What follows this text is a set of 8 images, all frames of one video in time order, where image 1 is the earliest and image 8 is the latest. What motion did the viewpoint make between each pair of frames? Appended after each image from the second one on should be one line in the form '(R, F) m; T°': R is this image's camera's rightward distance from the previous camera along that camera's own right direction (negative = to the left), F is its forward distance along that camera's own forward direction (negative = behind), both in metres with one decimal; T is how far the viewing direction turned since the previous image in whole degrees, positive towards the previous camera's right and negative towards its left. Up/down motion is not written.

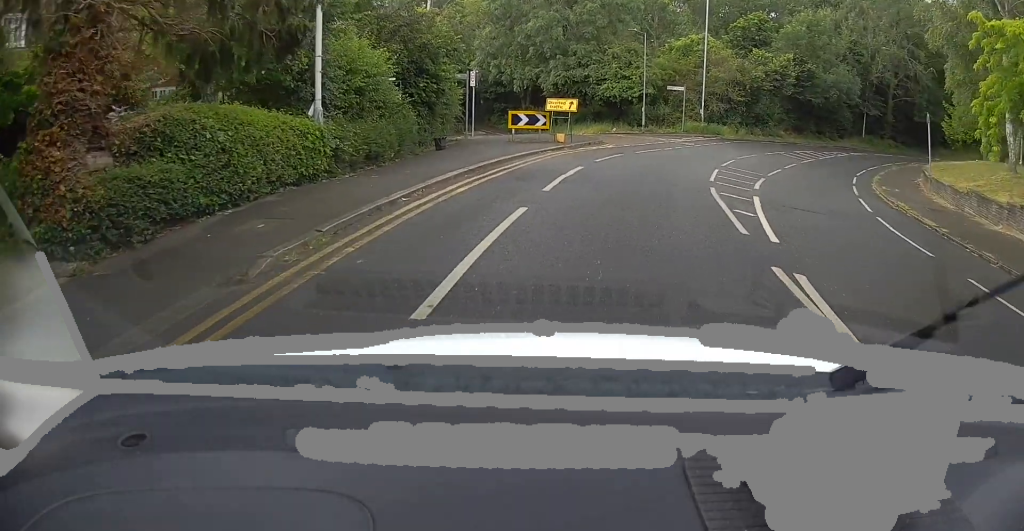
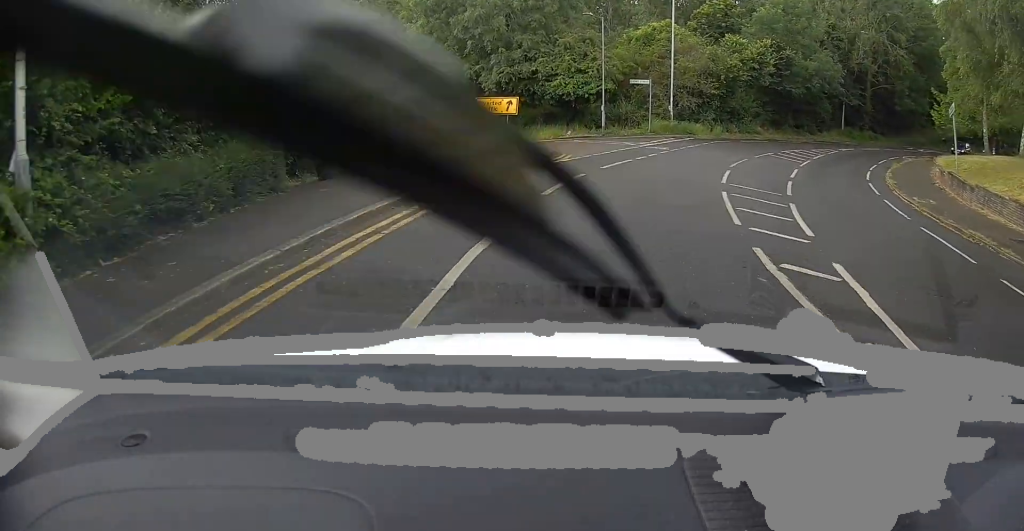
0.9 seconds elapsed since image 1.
(+0.4, +5.8) m; +4°
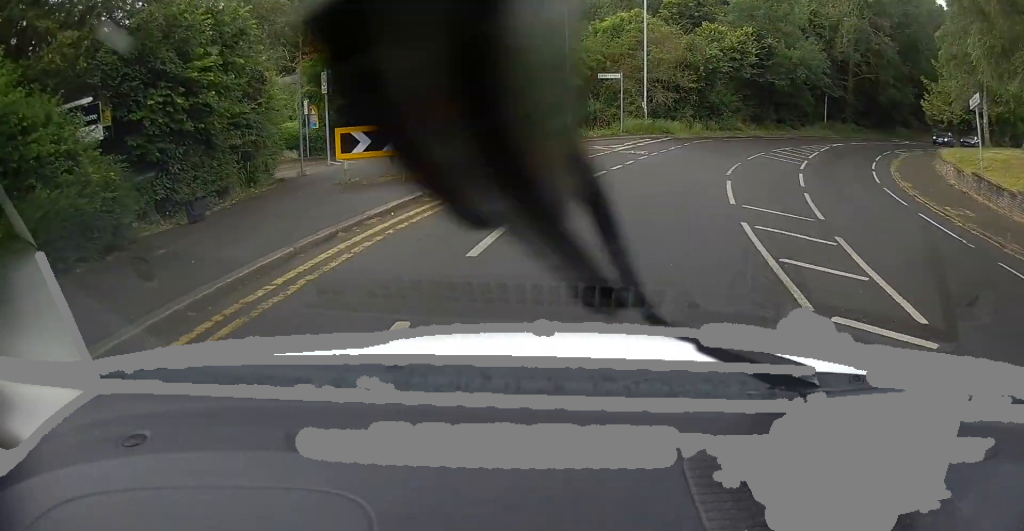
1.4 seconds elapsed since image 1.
(+0.1, +4.1) m; +3°
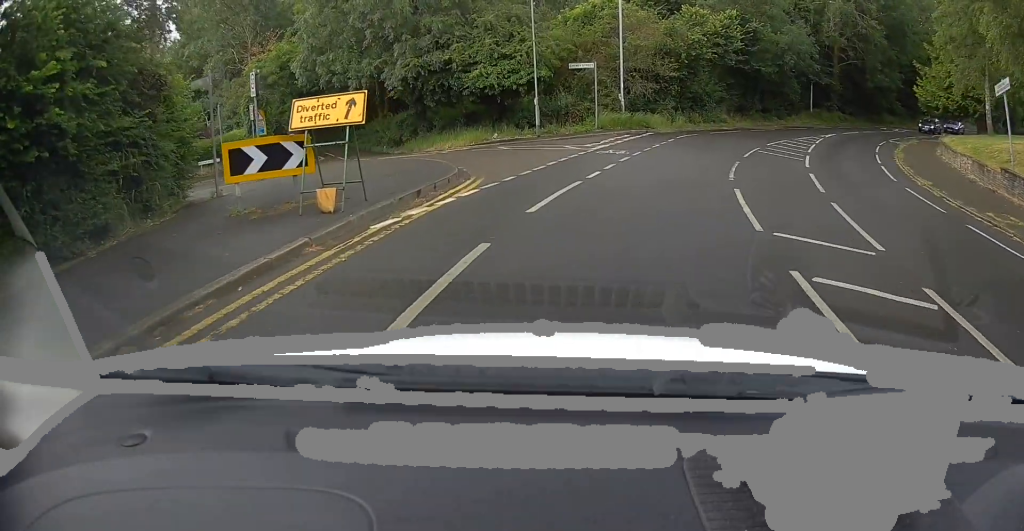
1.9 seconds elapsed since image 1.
(-0.1, +3.2) m; +2°
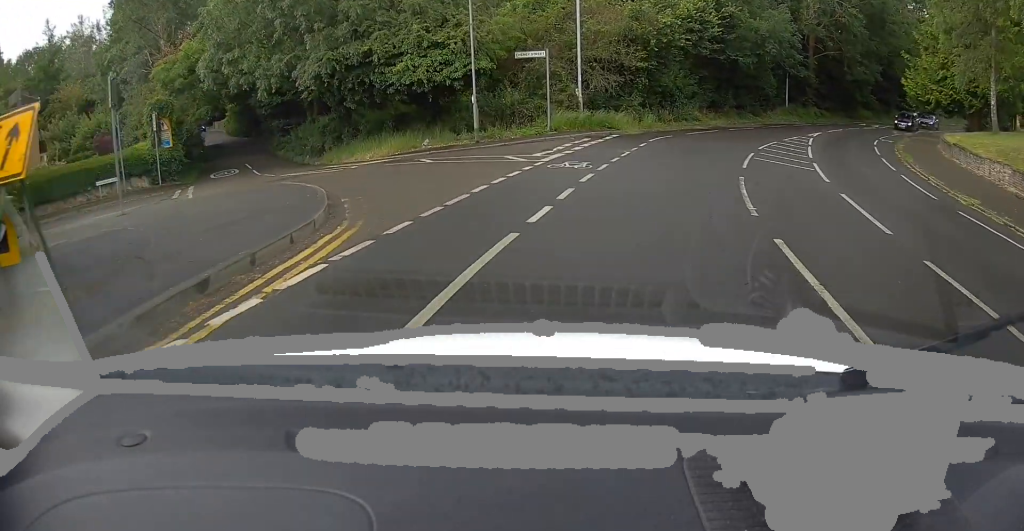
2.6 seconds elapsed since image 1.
(+0.3, +5.1) m; +4°
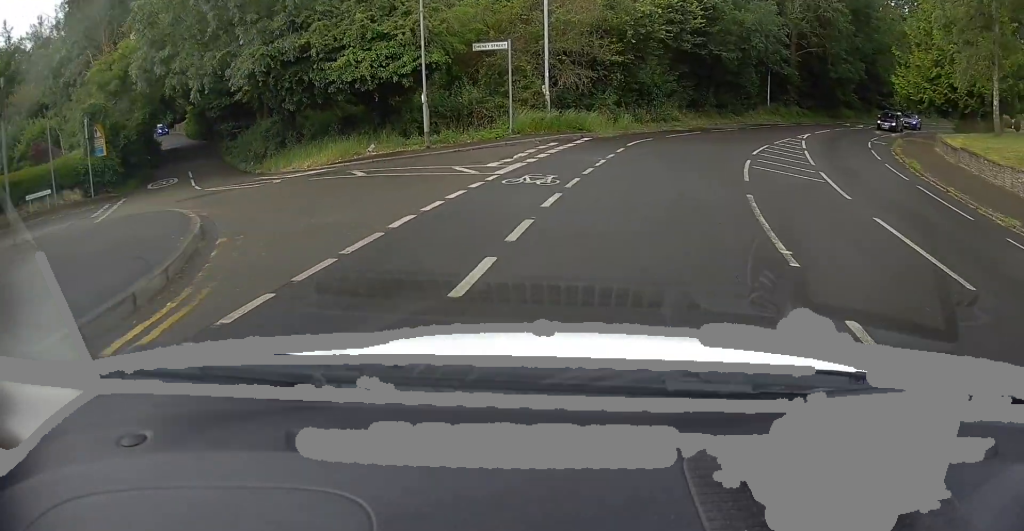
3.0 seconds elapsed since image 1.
(0.0, +3.1) m; +3°
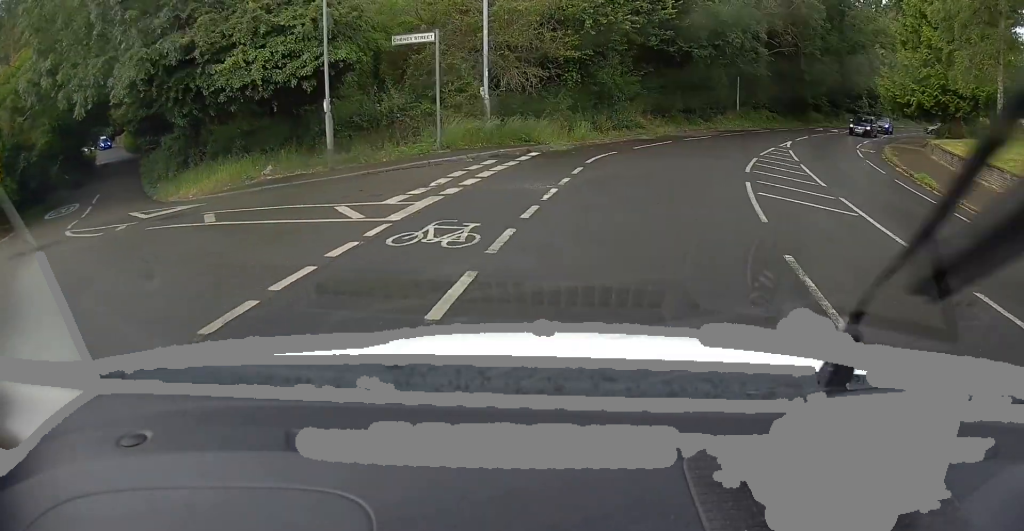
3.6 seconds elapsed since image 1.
(+0.2, +4.1) m; +4°
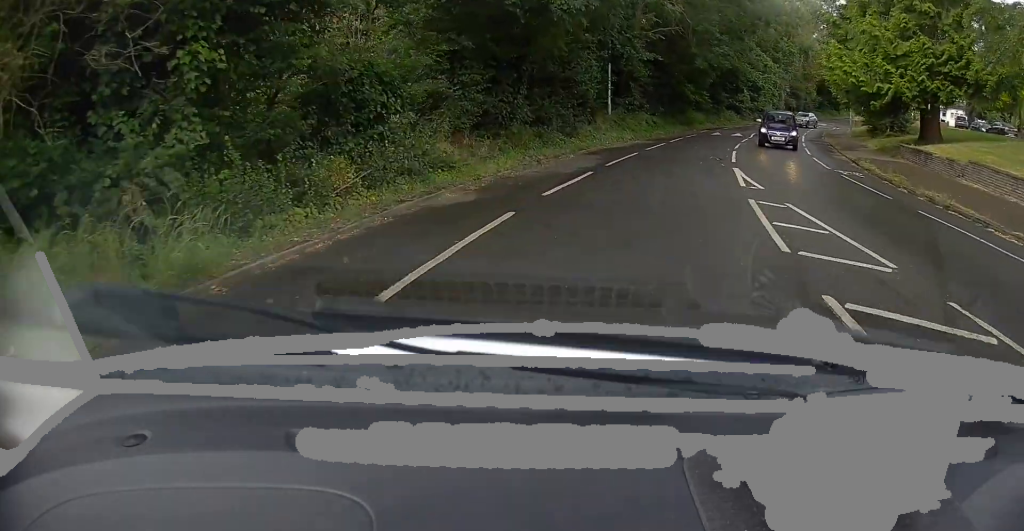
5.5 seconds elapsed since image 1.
(+1.6, +14.4) m; +11°
